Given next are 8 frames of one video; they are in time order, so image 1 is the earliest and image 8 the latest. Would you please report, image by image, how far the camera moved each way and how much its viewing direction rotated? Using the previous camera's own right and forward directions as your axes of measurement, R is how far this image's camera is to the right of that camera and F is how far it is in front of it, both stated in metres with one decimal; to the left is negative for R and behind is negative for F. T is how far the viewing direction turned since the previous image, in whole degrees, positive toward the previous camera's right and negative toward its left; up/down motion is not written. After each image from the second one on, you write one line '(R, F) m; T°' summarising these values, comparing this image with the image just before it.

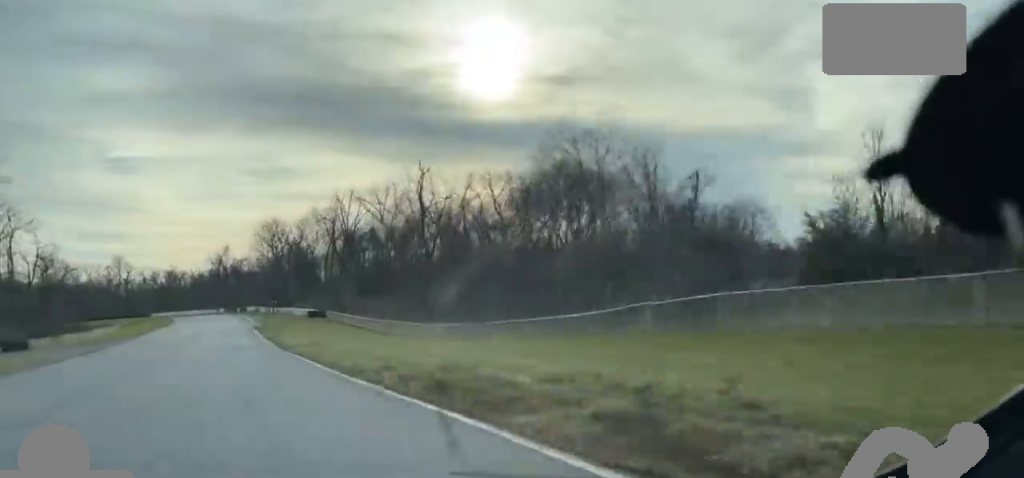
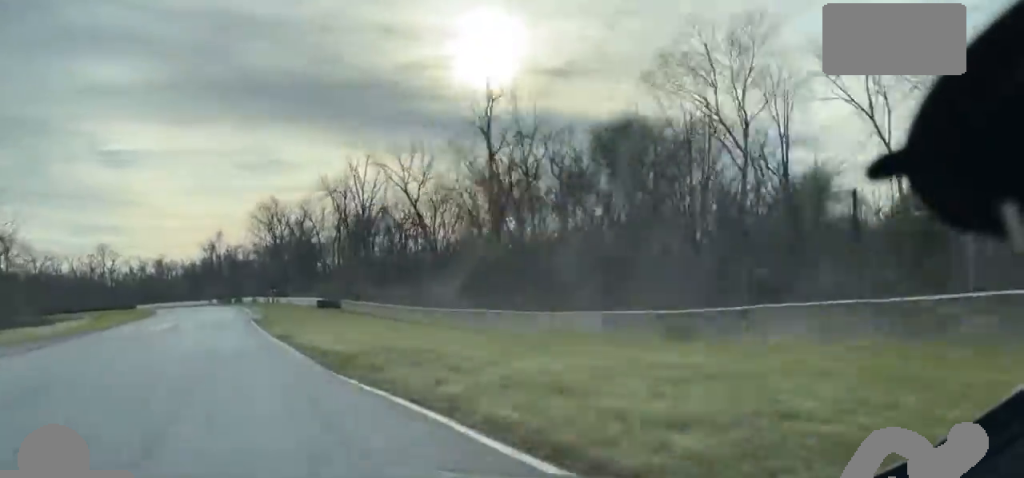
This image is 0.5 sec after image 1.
(-0.1, +19.9) m; 0°
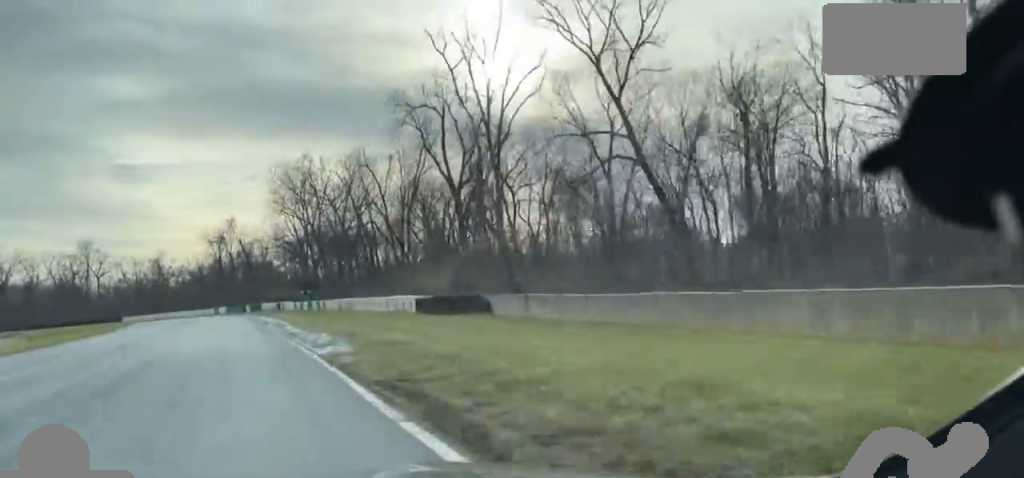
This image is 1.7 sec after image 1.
(+0.2, +48.8) m; -1°
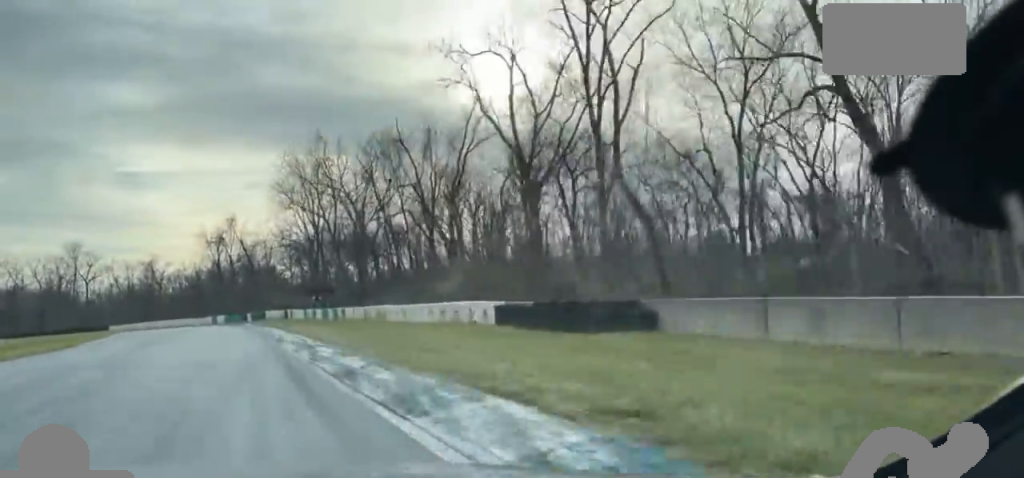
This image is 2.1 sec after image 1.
(-0.3, +14.7) m; 0°
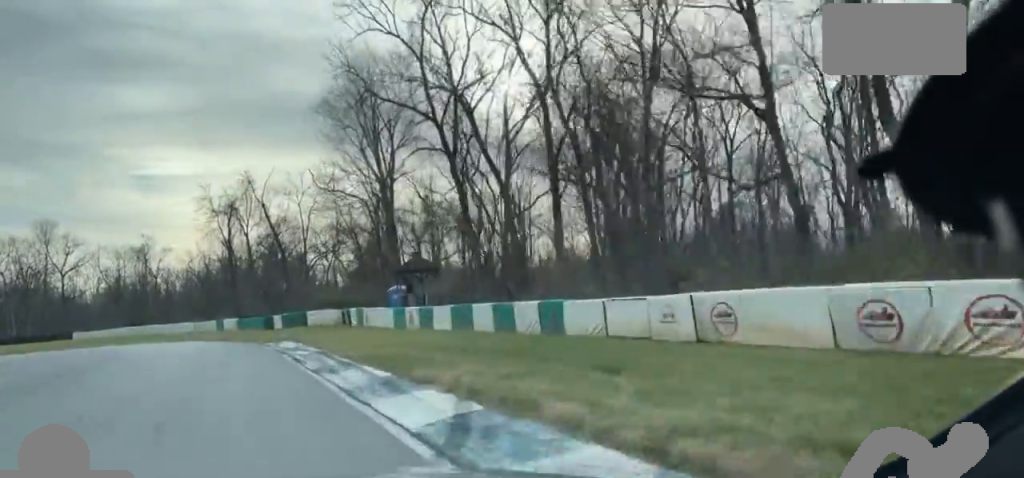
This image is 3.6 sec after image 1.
(-0.2, +45.3) m; -1°
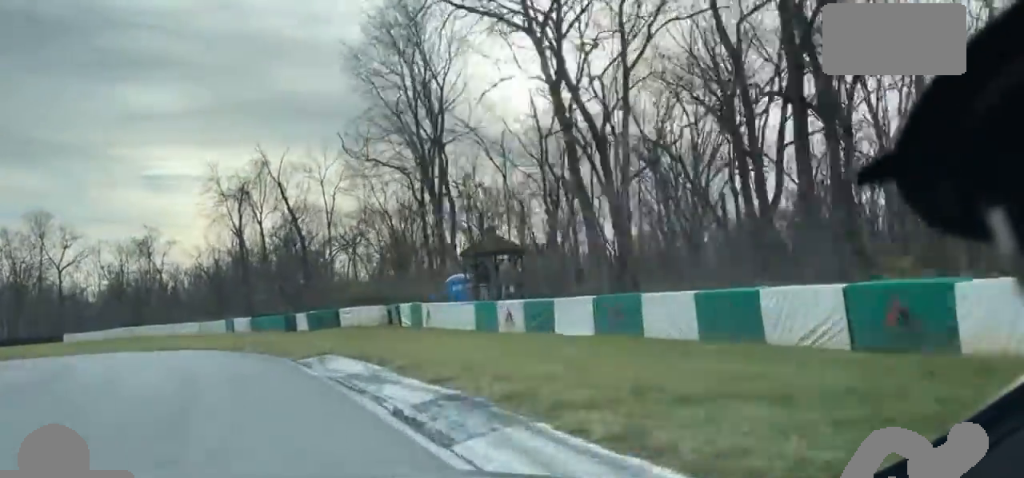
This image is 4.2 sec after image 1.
(-0.2, +12.7) m; -3°
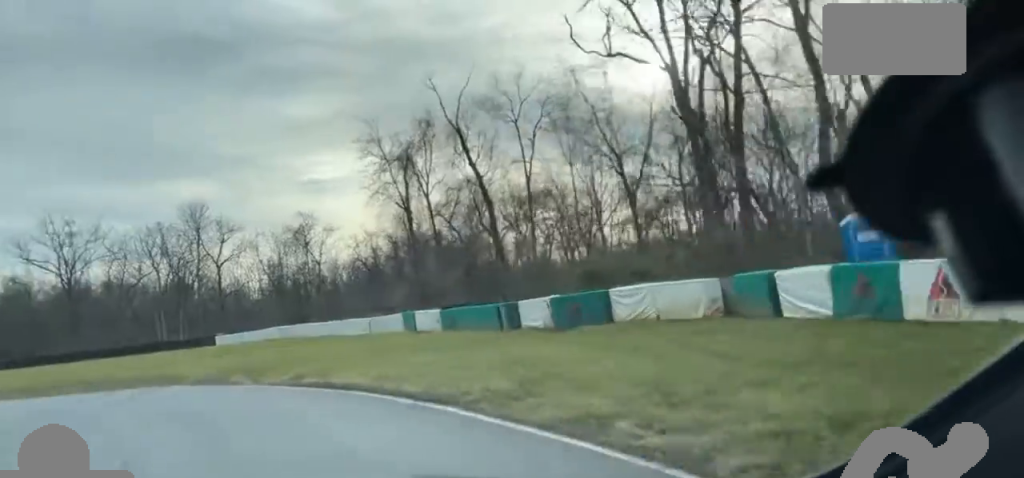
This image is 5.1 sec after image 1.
(-0.9, +20.8) m; -11°
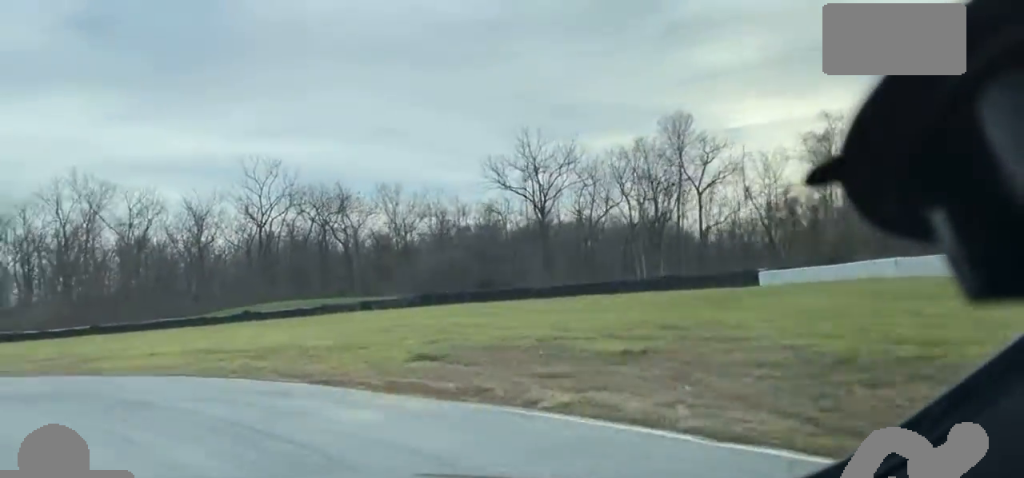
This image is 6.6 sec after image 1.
(-6.5, +26.2) m; -33°
